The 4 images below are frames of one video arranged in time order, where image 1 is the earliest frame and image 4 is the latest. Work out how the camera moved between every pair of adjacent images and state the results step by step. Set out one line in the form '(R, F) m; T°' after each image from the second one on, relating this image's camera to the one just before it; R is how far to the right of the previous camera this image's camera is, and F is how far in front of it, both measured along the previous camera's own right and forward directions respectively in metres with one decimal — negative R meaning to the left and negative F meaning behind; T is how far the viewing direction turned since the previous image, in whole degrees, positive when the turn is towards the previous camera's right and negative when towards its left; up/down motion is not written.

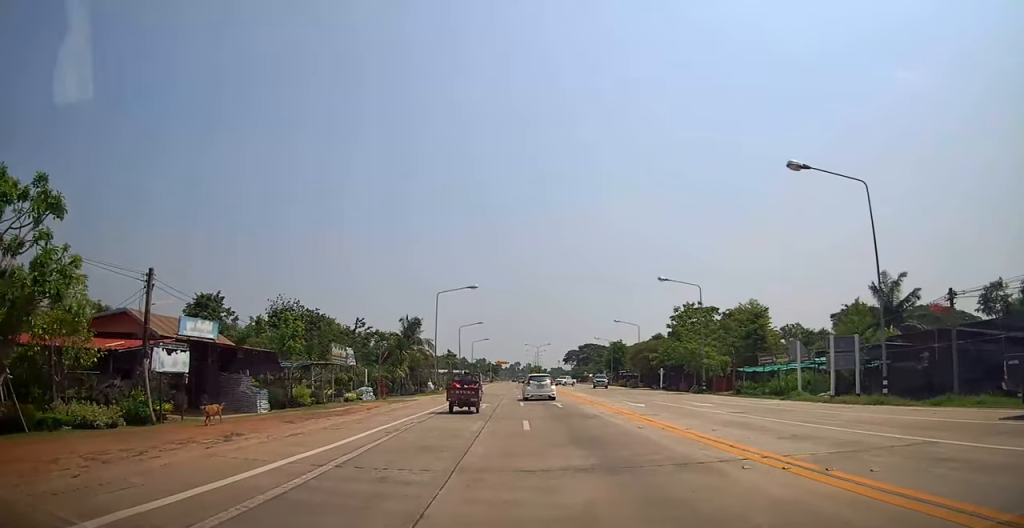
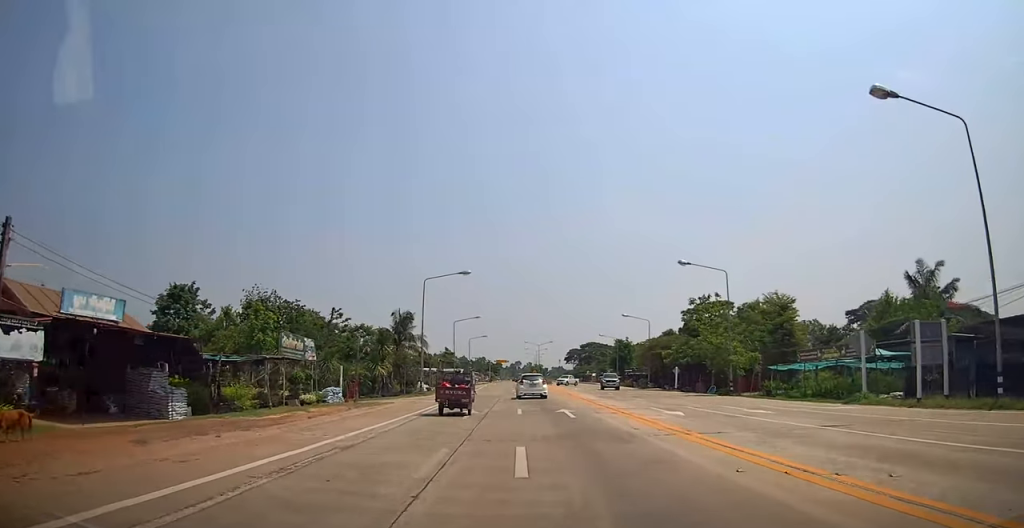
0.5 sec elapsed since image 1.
(-0.2, +5.8) m; -2°
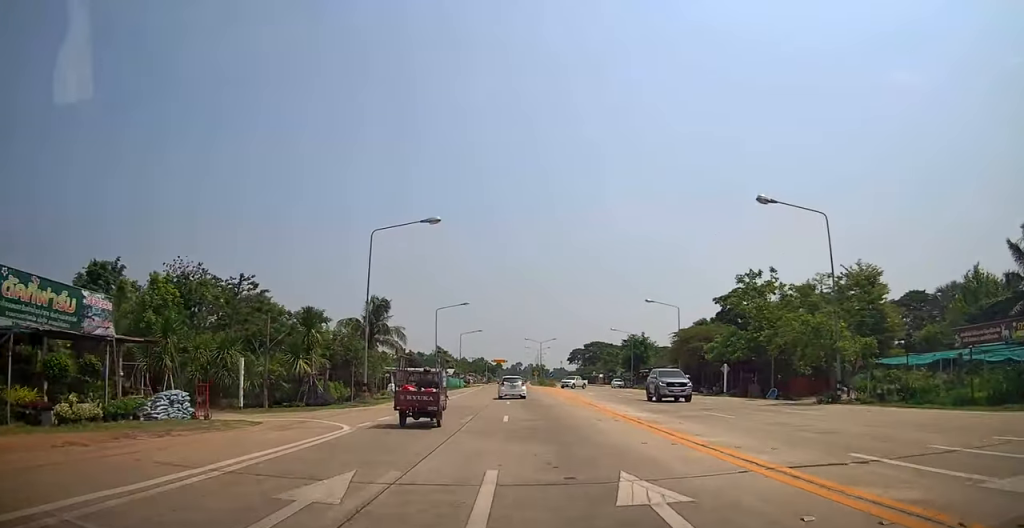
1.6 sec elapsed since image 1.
(0.0, +13.6) m; 0°
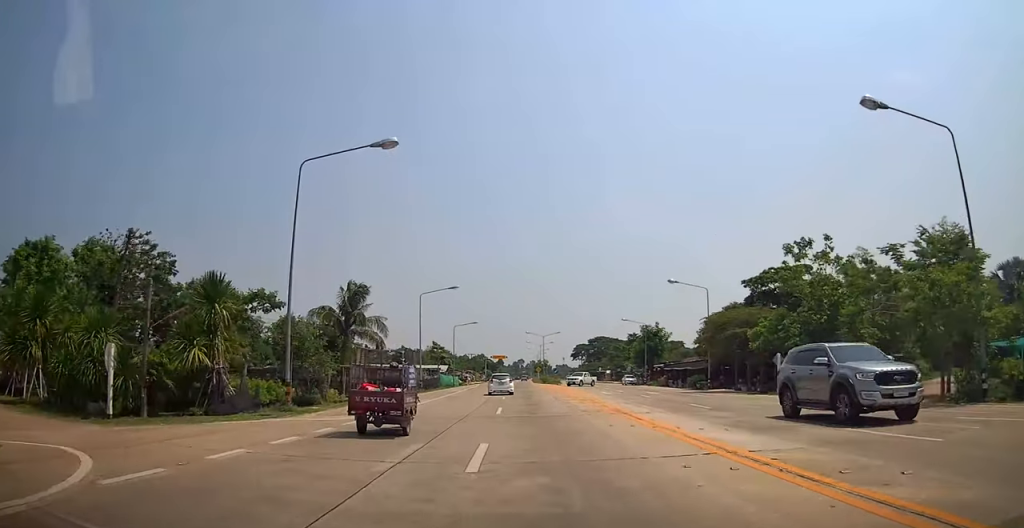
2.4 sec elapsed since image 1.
(0.0, +8.8) m; 0°
